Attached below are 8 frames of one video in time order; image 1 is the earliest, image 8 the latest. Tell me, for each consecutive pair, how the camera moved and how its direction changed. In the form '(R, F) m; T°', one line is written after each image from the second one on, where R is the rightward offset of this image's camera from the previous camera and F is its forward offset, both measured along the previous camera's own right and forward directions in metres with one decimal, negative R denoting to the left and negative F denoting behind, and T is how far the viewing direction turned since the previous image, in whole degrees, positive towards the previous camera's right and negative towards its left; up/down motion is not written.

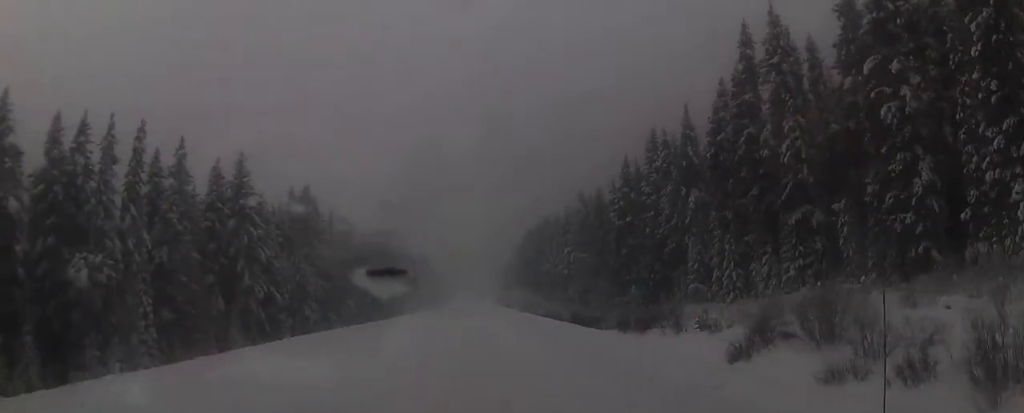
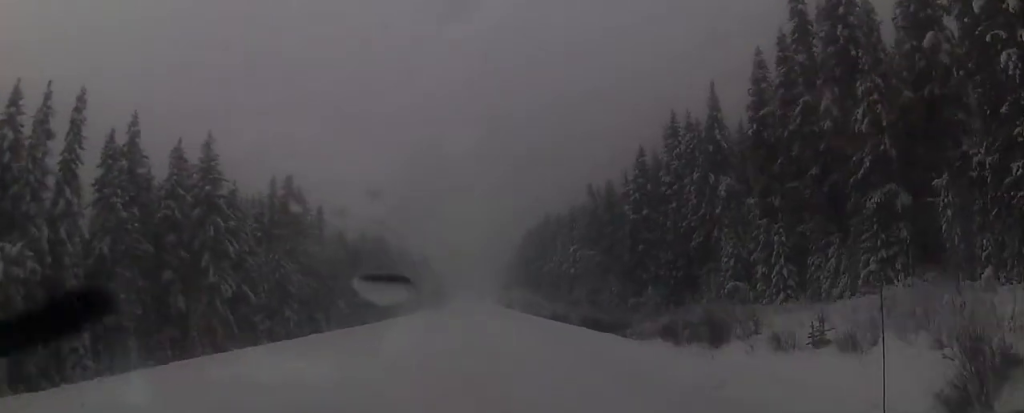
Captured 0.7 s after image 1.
(0.0, +12.8) m; -1°
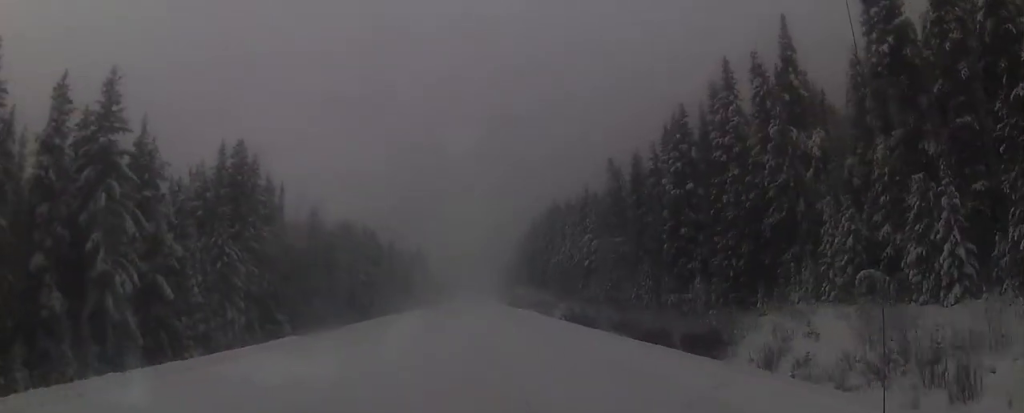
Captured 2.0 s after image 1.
(-0.1, +25.0) m; 0°
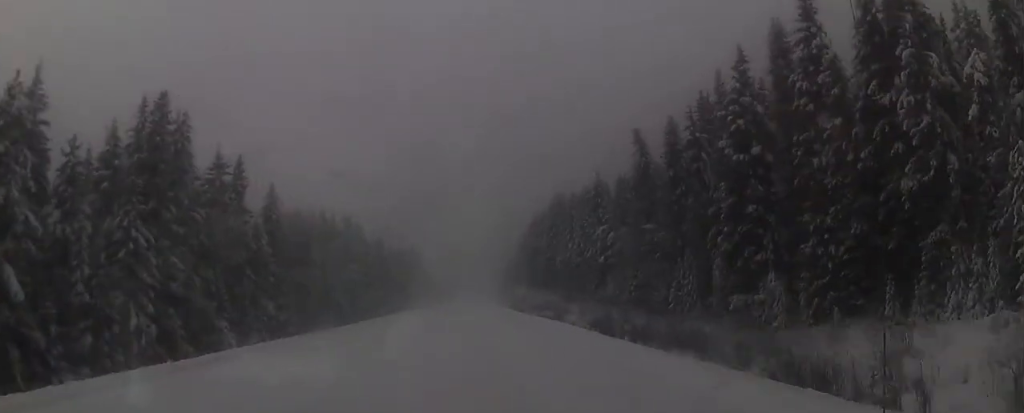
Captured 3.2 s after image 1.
(+0.1, +24.2) m; +1°
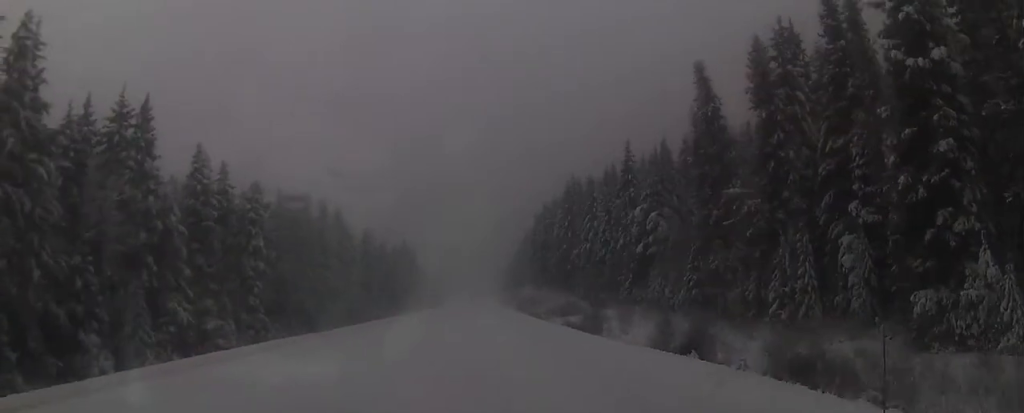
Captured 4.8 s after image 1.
(+0.5, +31.4) m; 0°
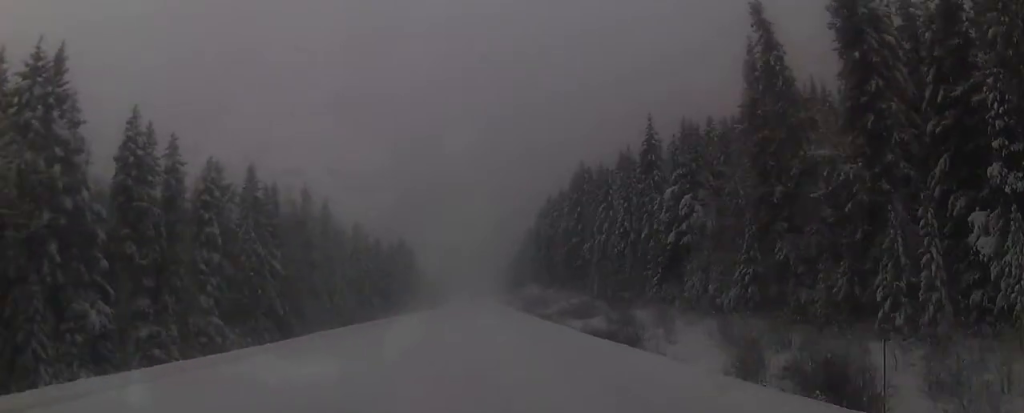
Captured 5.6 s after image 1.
(-0.4, +17.7) m; -2°
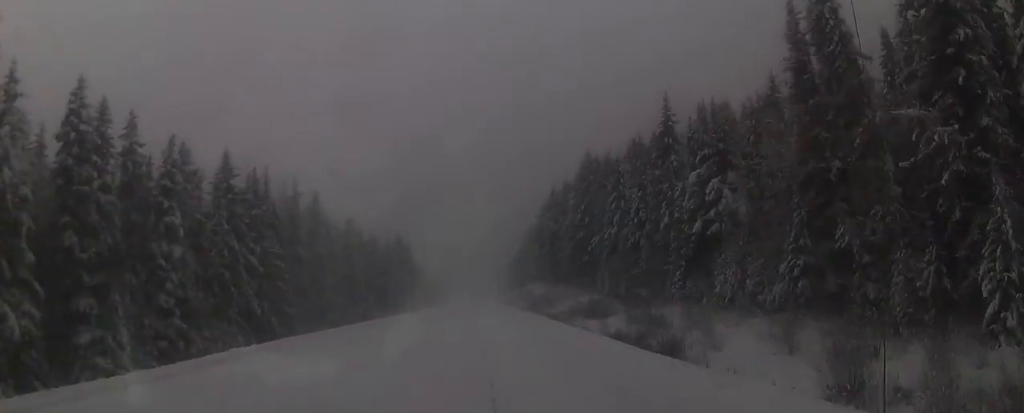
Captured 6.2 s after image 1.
(-0.1, +11.0) m; 0°
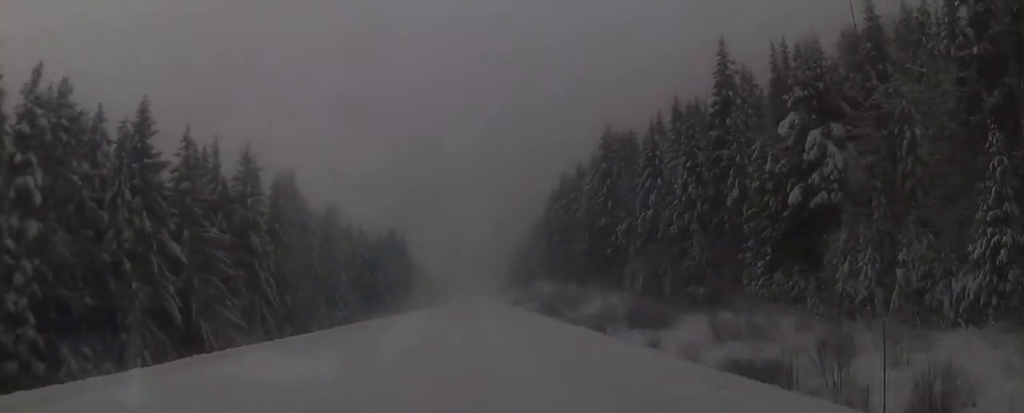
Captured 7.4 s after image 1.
(+0.1, +25.6) m; +1°
